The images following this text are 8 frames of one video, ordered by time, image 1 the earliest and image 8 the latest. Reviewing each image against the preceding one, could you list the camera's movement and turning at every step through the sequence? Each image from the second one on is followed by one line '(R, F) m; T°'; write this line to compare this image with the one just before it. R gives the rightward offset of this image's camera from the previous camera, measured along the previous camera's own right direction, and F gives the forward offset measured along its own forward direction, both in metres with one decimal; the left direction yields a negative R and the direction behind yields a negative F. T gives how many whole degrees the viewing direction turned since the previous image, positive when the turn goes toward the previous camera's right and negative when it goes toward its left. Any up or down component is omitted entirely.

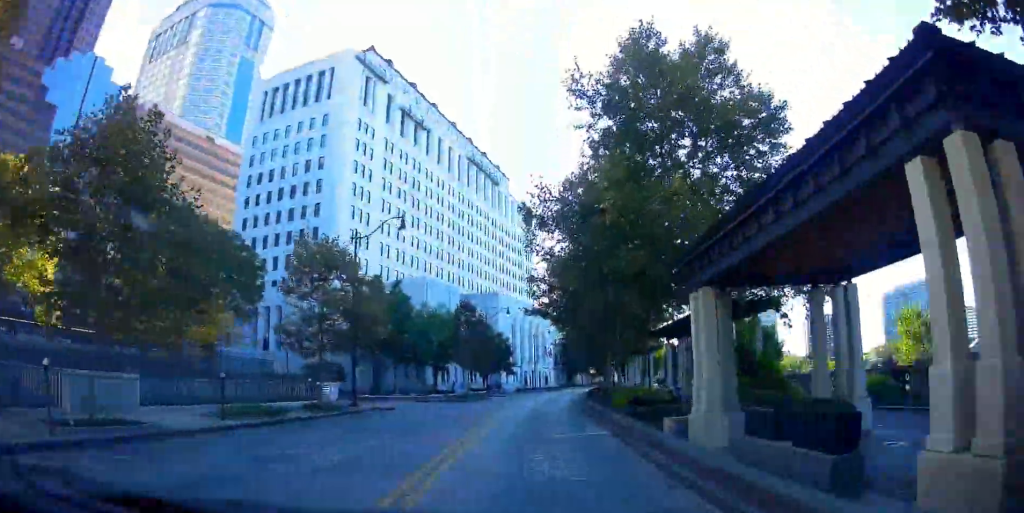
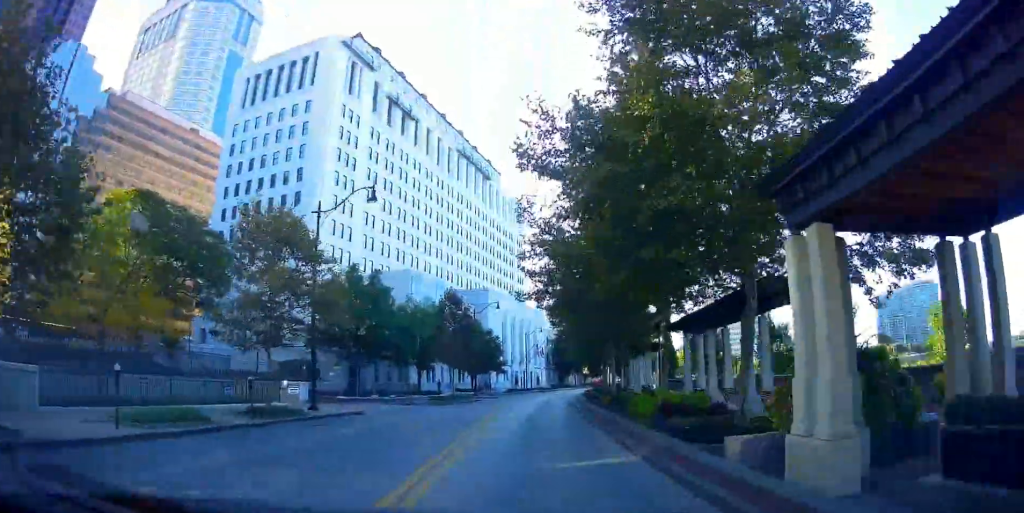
(-0.1, +4.3) m; -1°
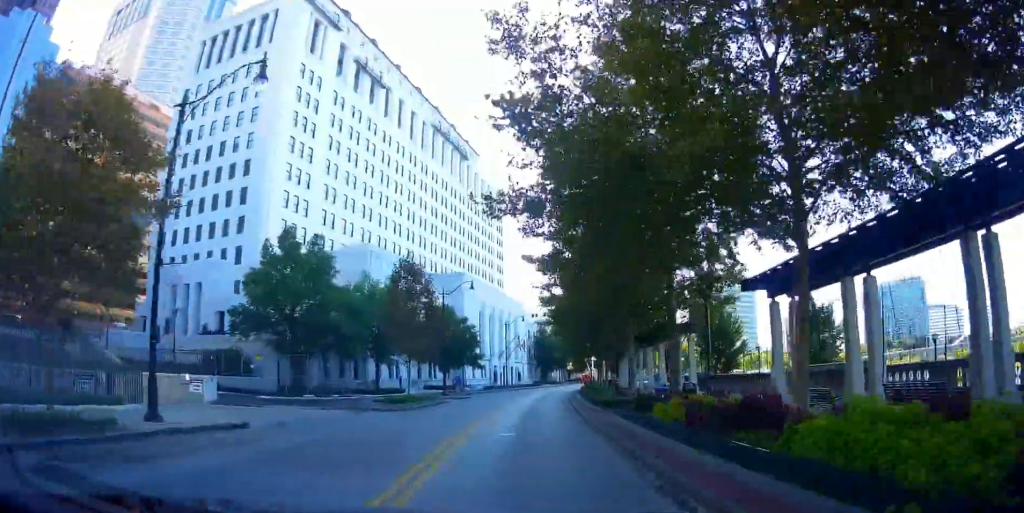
(-0.3, +9.6) m; -3°
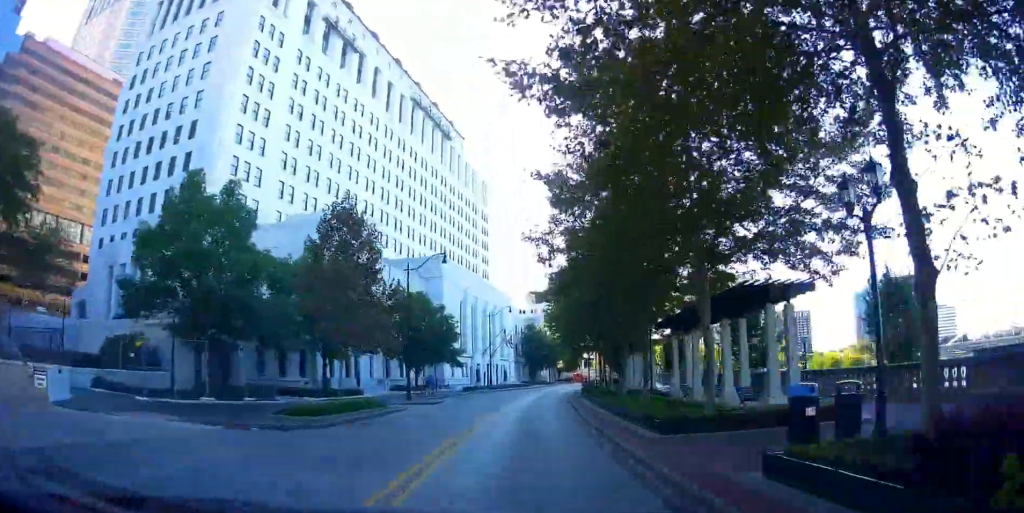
(-0.1, +10.1) m; 0°
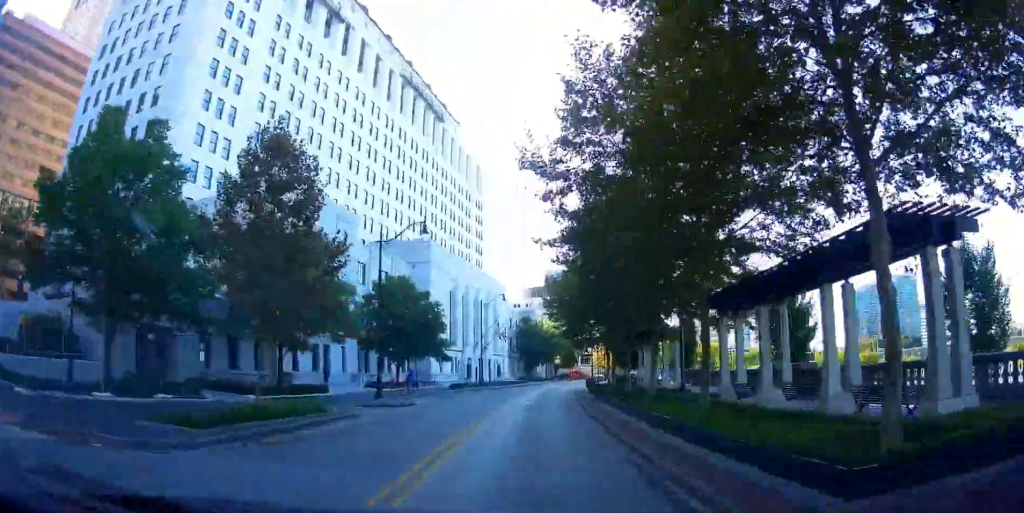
(+0.1, +7.1) m; +1°
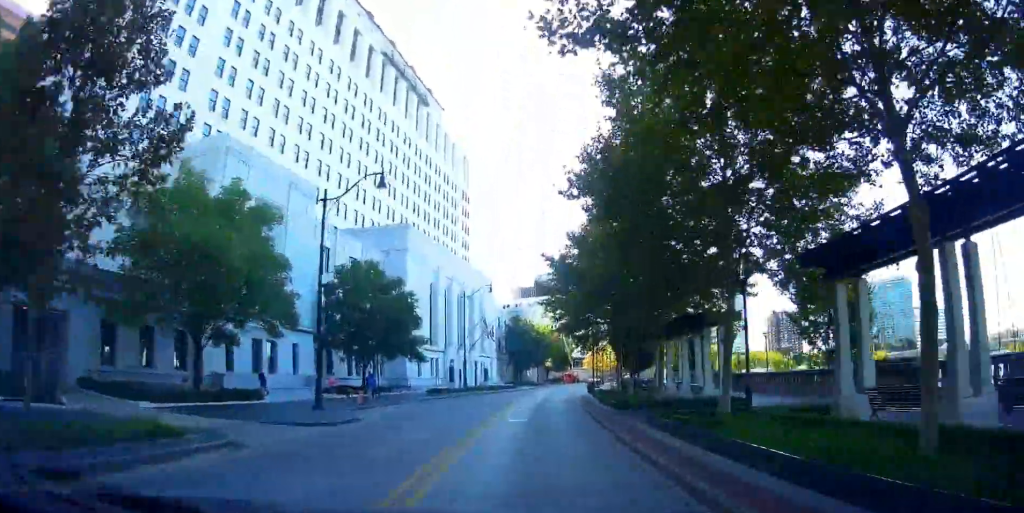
(+0.1, +10.1) m; 0°
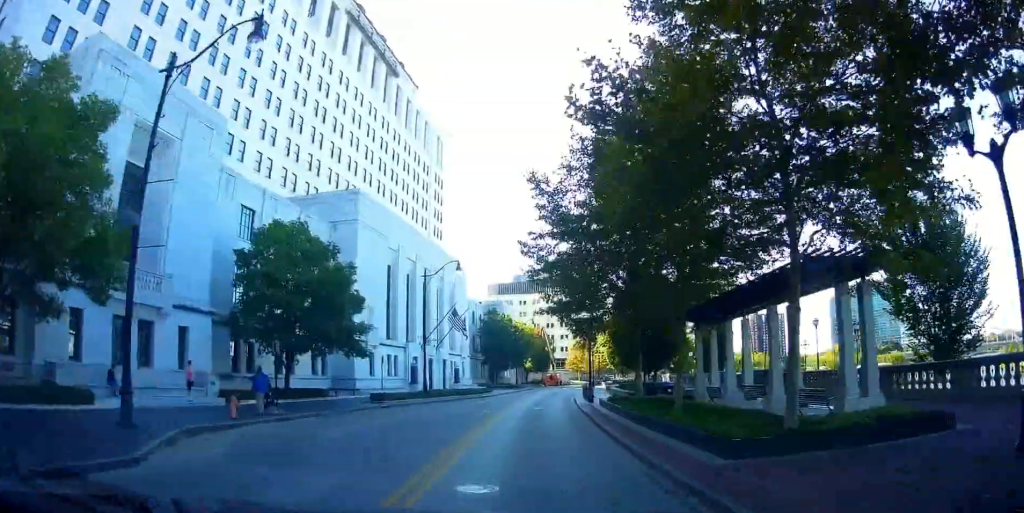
(0.0, +12.4) m; +2°
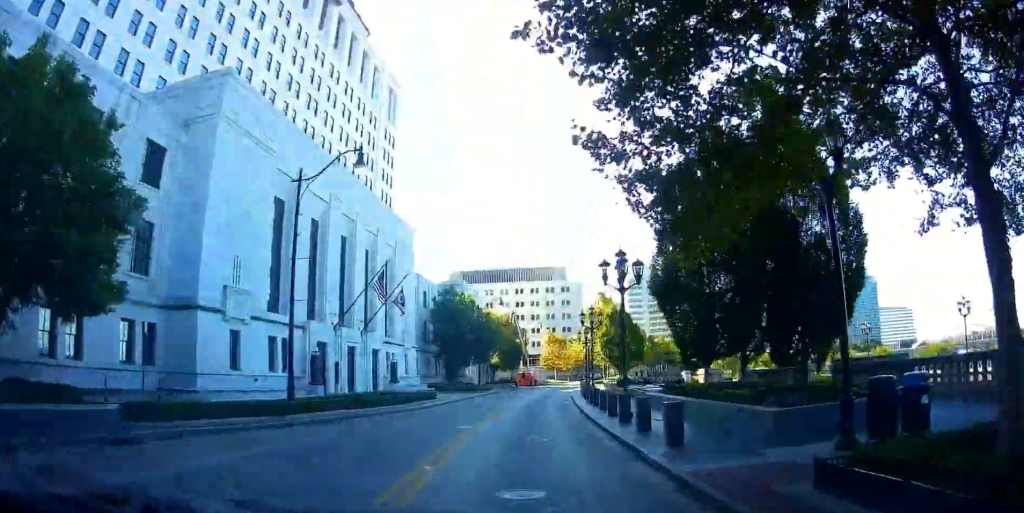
(+0.9, +21.9) m; +3°
